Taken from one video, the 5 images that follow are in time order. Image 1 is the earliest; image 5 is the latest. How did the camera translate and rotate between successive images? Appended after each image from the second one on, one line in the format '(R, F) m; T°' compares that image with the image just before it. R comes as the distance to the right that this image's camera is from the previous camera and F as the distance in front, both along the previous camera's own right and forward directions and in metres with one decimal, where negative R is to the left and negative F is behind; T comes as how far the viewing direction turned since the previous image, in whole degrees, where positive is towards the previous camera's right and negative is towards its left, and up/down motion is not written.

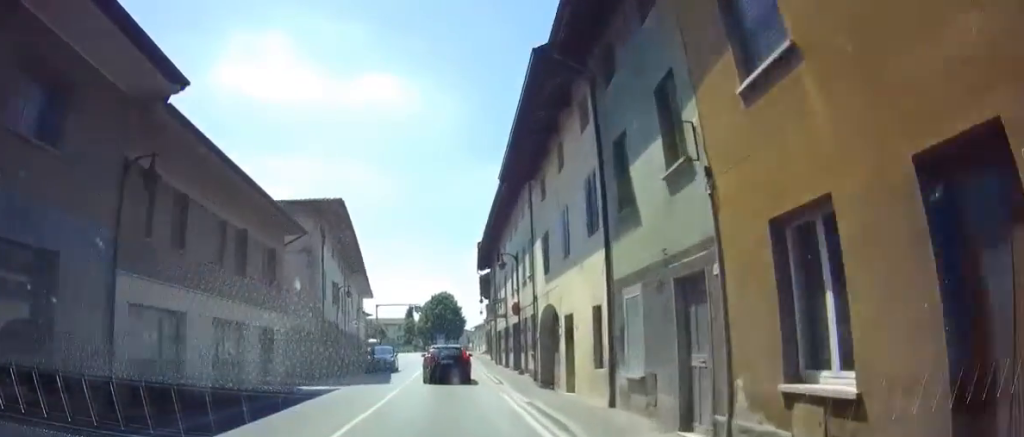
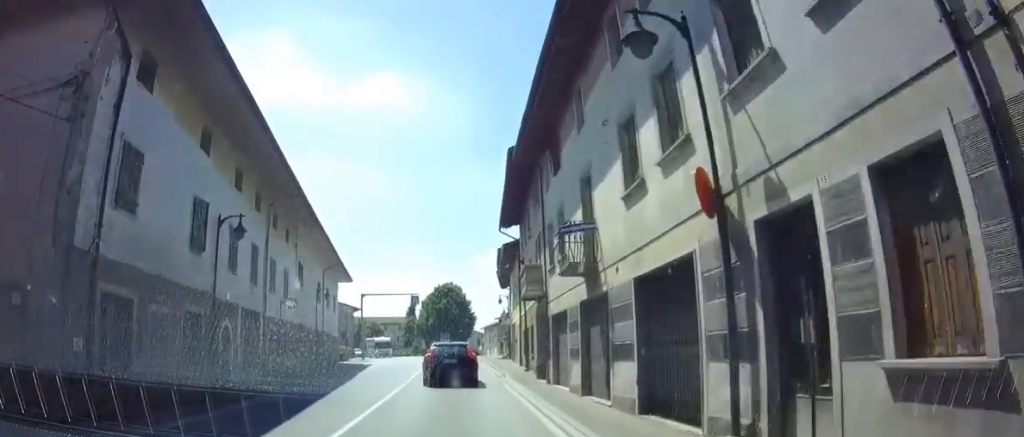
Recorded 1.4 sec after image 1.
(+0.2, +17.8) m; -1°
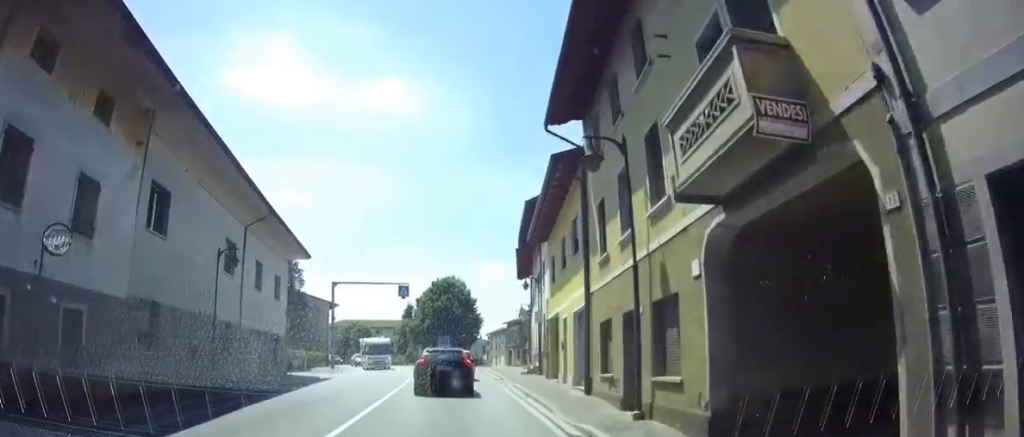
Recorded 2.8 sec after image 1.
(-0.2, +16.1) m; -2°
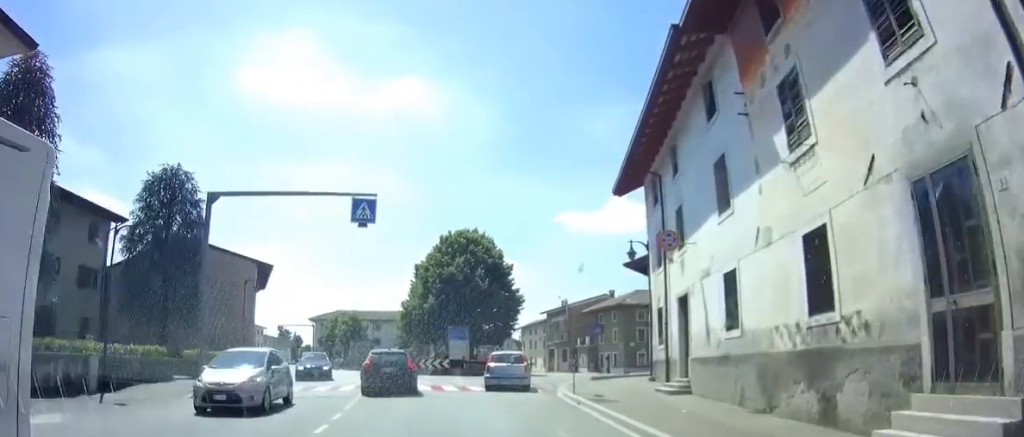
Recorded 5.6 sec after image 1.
(0.0, +28.5) m; +3°
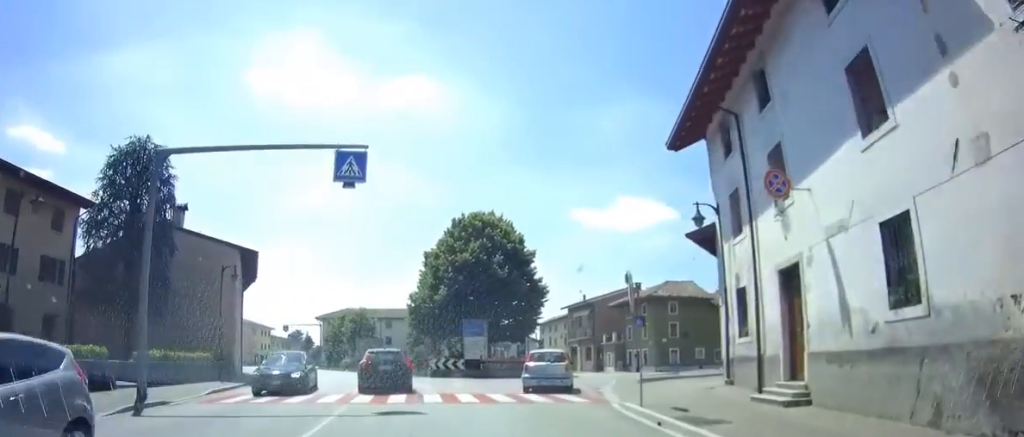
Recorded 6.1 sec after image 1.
(+0.1, +5.1) m; 0°
